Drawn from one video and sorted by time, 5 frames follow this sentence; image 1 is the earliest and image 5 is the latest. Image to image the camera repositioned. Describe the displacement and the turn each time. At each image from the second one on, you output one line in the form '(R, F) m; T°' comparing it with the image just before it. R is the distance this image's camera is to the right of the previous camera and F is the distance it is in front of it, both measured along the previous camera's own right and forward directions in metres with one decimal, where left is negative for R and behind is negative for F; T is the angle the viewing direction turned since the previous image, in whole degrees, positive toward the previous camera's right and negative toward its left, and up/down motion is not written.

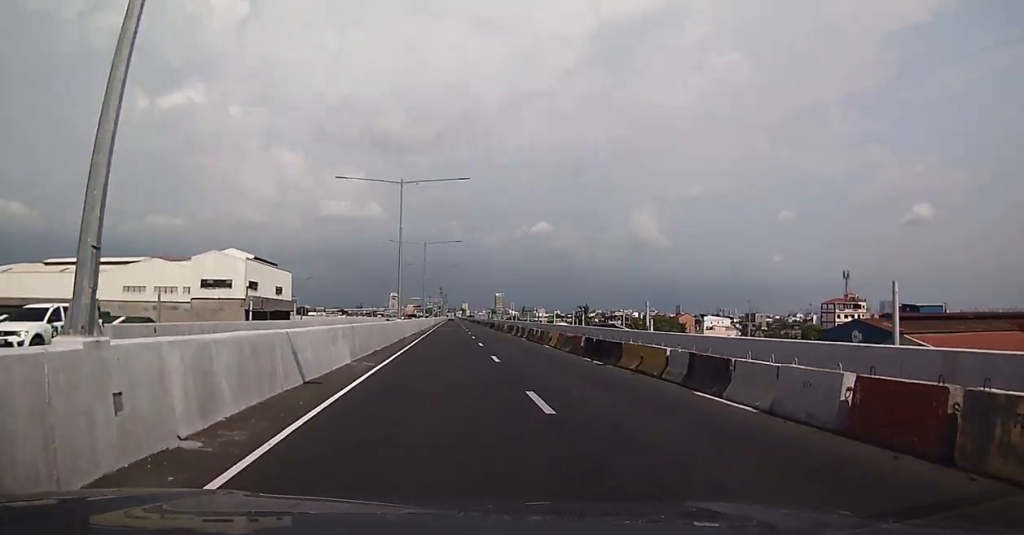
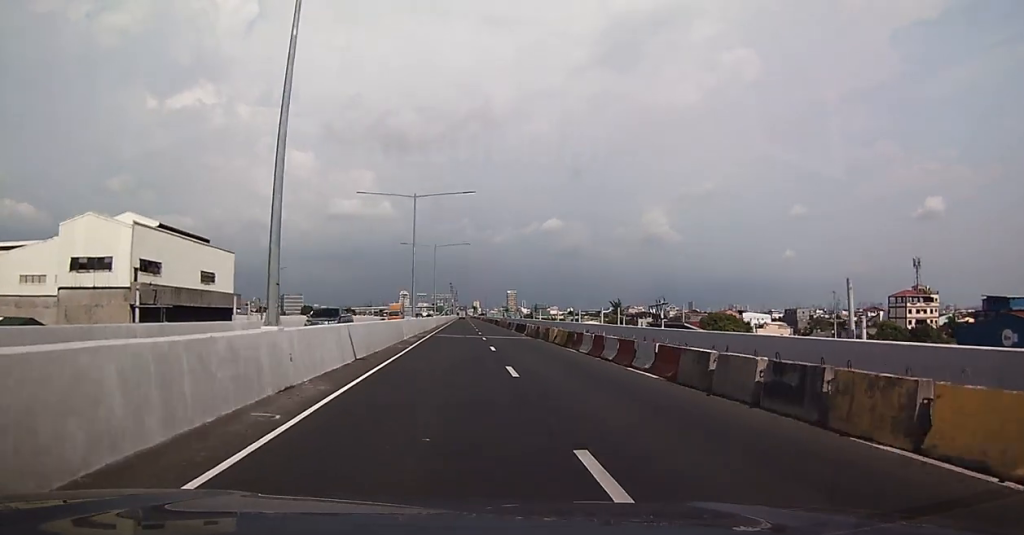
(-0.6, +30.1) m; -1°
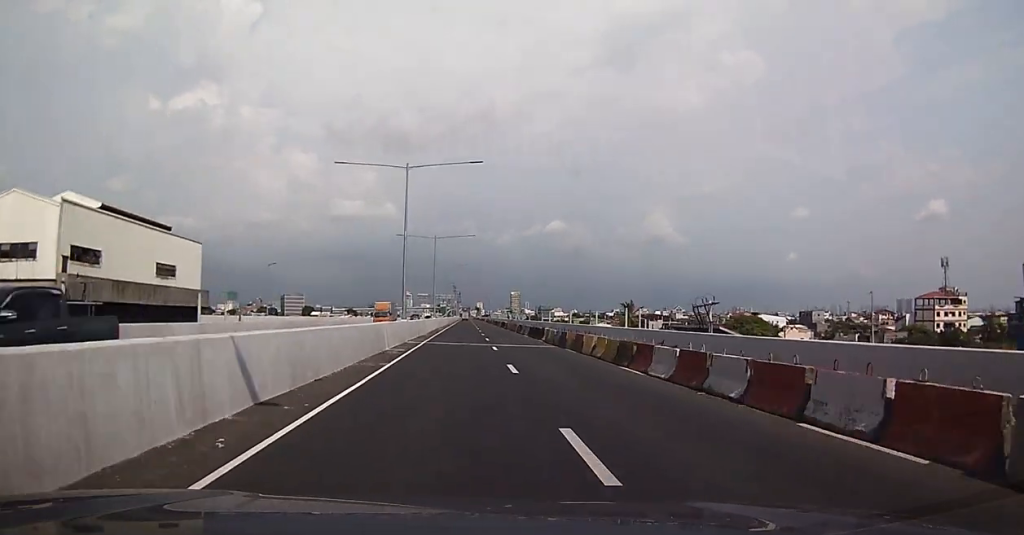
(0.0, +10.5) m; 0°
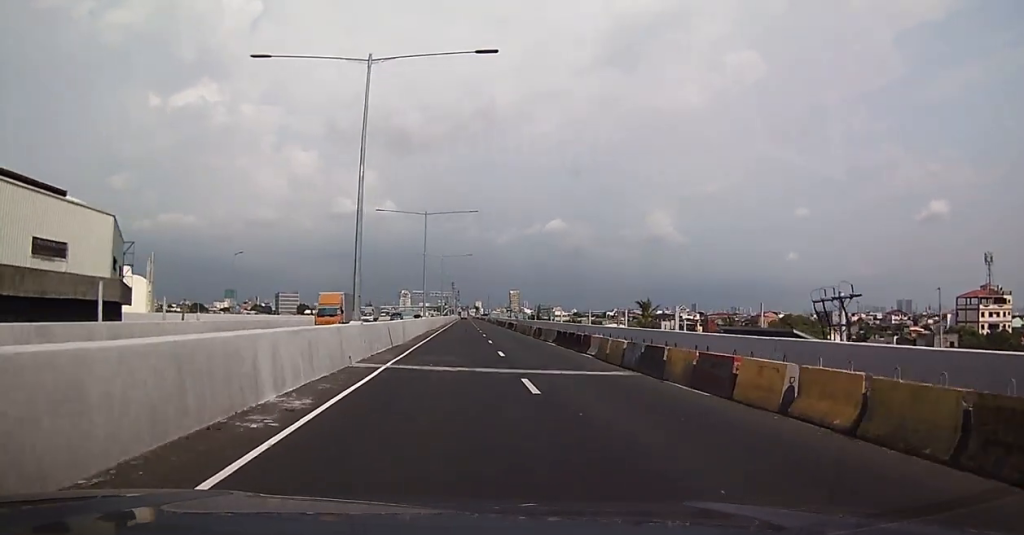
(0.0, +17.1) m; 0°
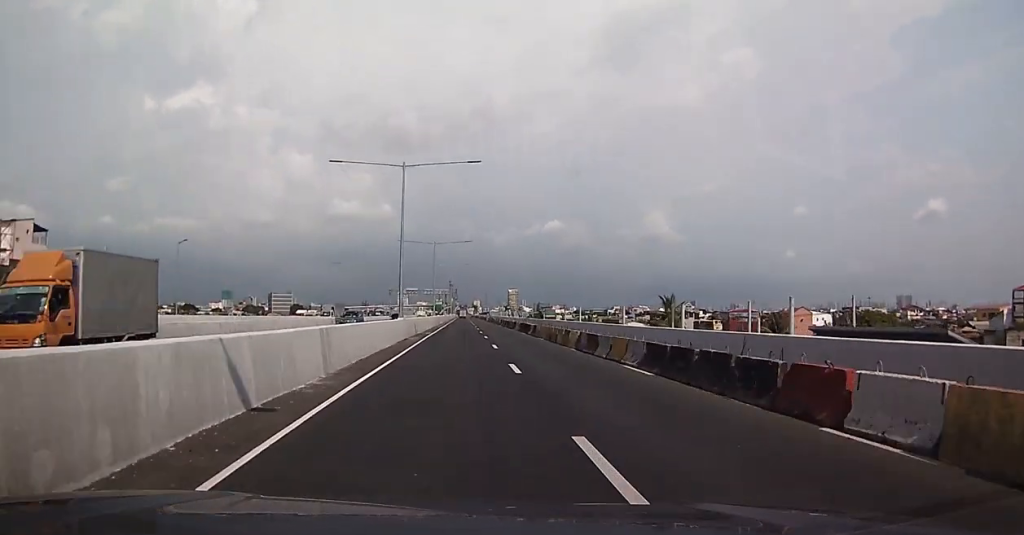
(0.0, +19.7) m; 0°
